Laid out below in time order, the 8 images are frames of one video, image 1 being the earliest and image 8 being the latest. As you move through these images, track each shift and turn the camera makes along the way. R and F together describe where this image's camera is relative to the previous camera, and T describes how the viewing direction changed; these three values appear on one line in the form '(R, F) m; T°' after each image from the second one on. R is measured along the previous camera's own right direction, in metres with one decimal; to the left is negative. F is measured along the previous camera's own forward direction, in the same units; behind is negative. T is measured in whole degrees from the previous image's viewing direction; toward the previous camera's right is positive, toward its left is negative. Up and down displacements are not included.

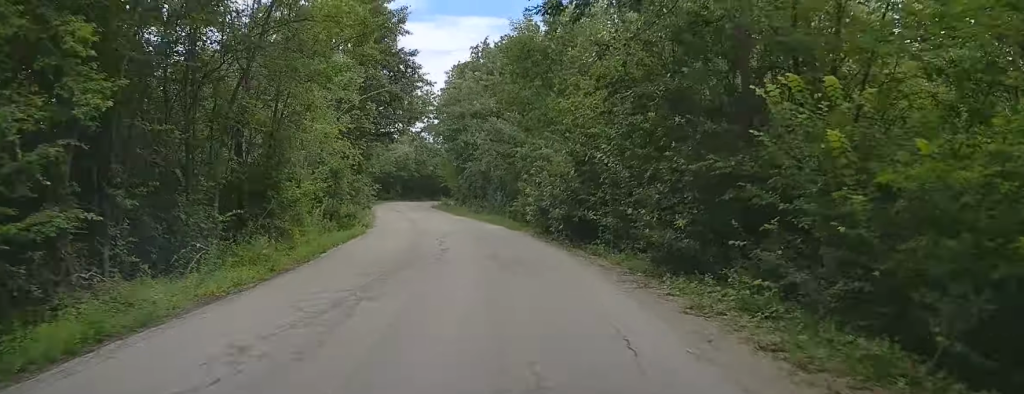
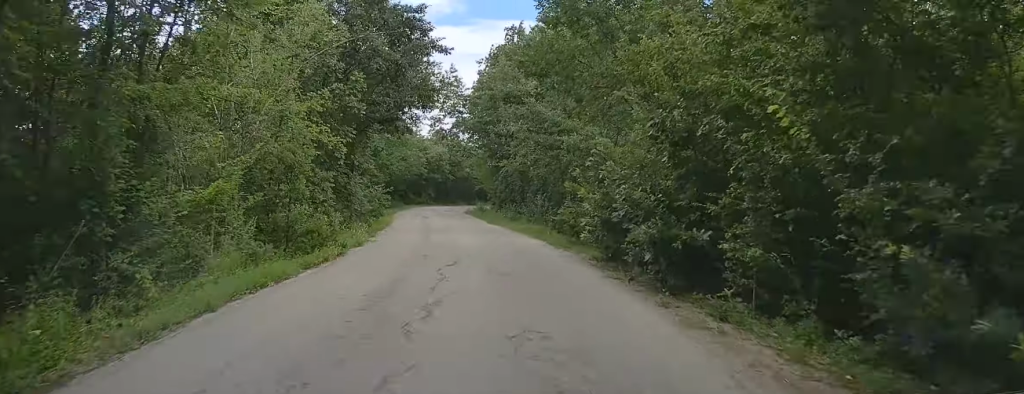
(-0.4, +7.0) m; -2°
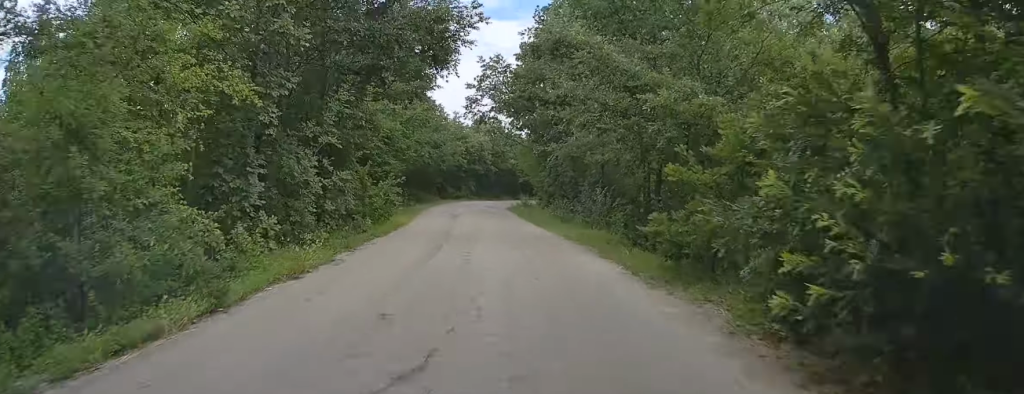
(-0.2, +8.1) m; -3°
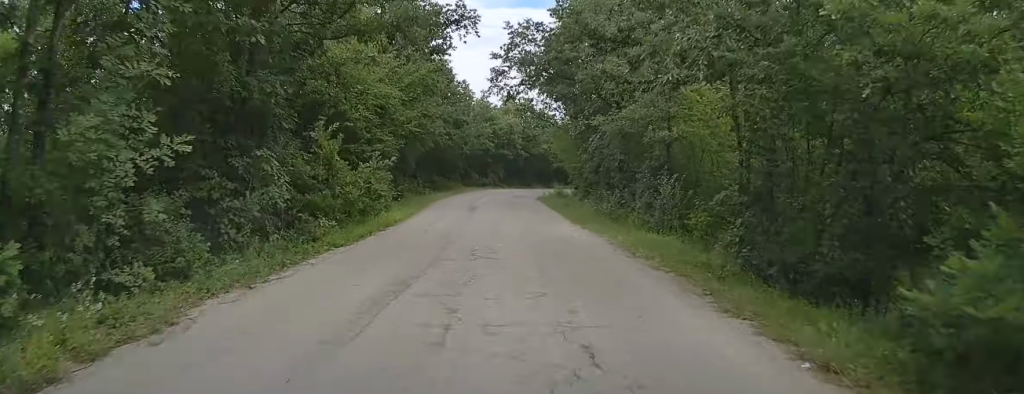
(-0.2, +7.1) m; -2°
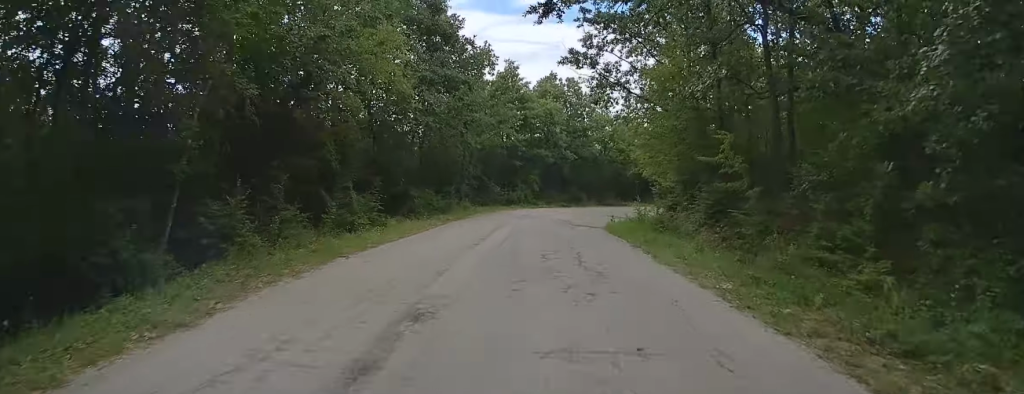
(-1.5, +22.9) m; -6°
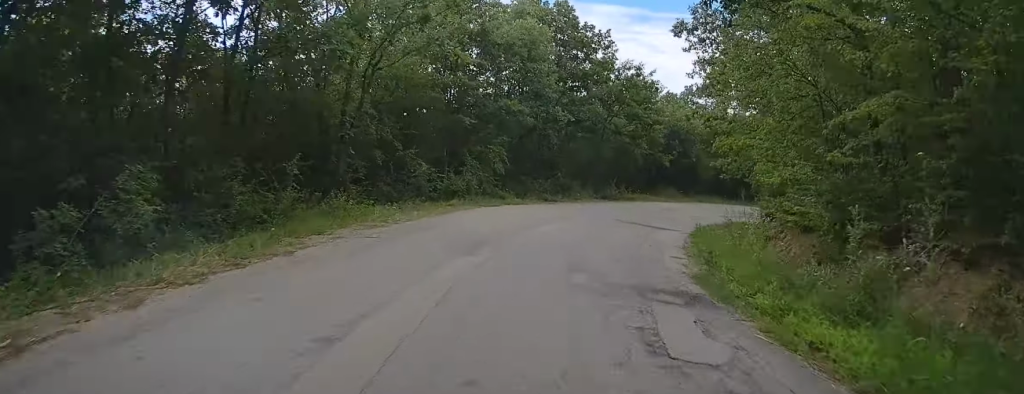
(+0.5, +19.0) m; +5°
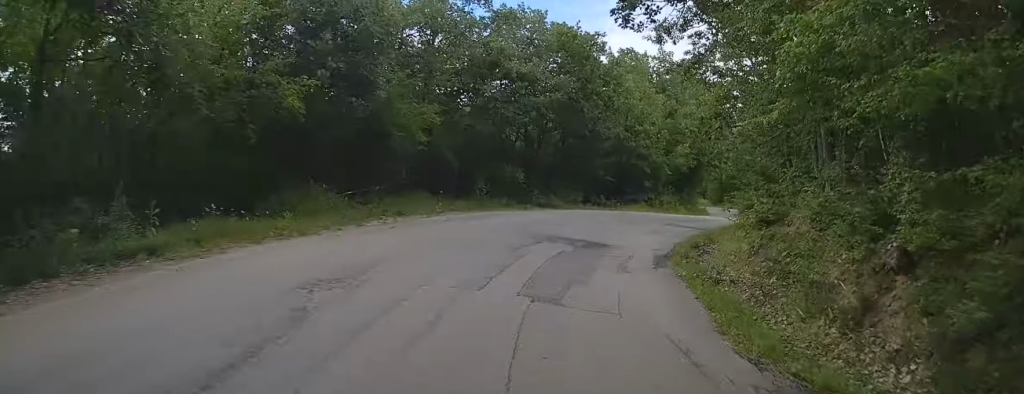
(+5.7, +30.4) m; +25°
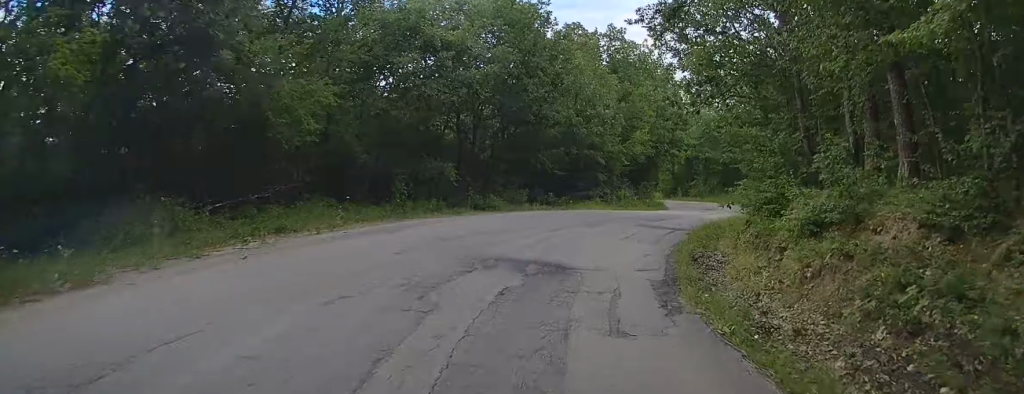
(+0.3, +5.2) m; +5°
